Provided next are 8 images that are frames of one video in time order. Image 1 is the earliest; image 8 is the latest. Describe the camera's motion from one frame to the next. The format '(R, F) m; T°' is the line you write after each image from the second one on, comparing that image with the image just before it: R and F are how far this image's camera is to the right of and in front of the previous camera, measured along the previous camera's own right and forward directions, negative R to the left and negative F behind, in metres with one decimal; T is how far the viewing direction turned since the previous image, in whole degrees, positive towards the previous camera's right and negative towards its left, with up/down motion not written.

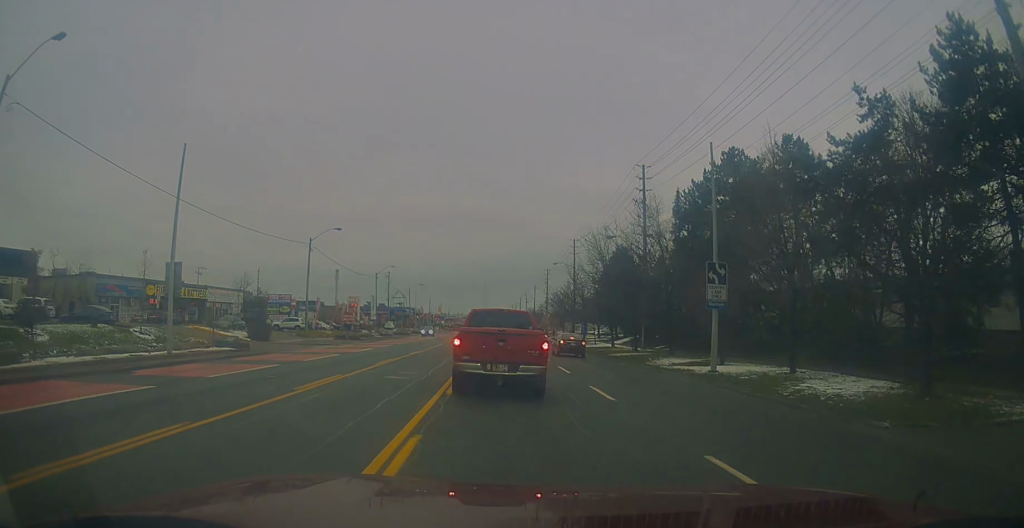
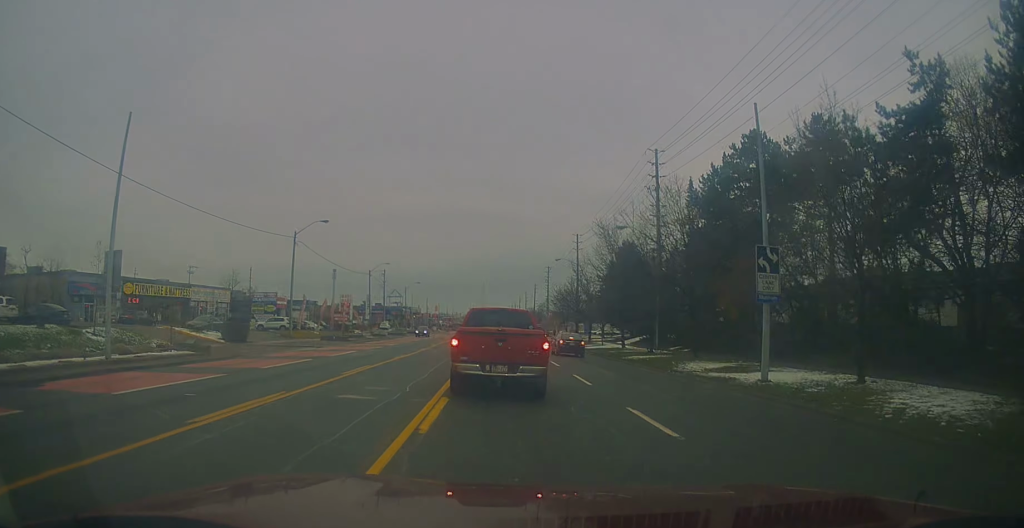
(+0.1, +4.9) m; -2°
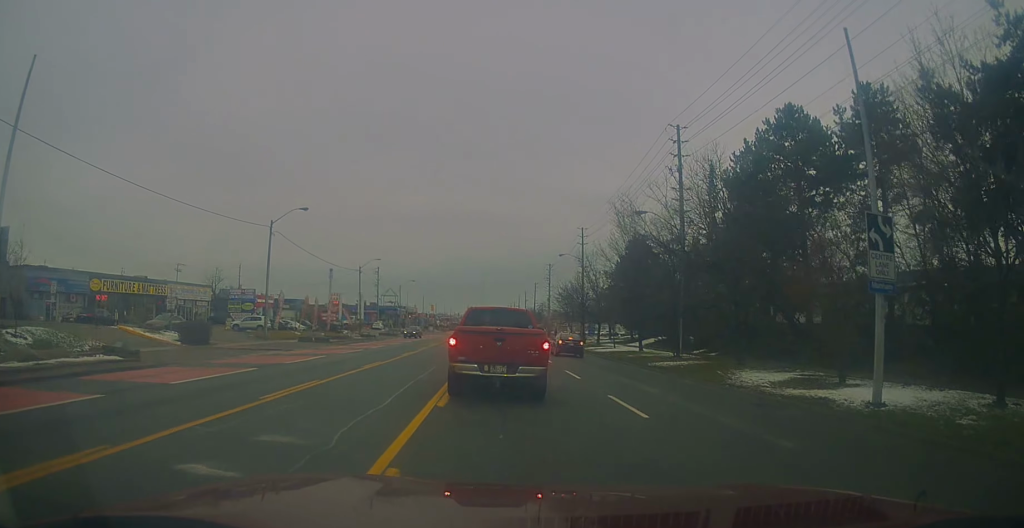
(-0.2, +6.5) m; -2°
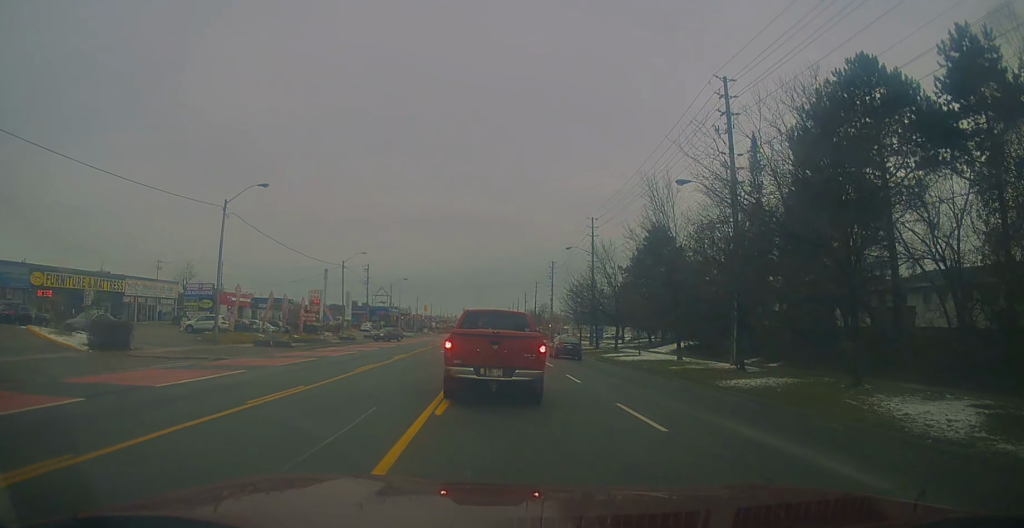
(-0.3, +9.7) m; +1°
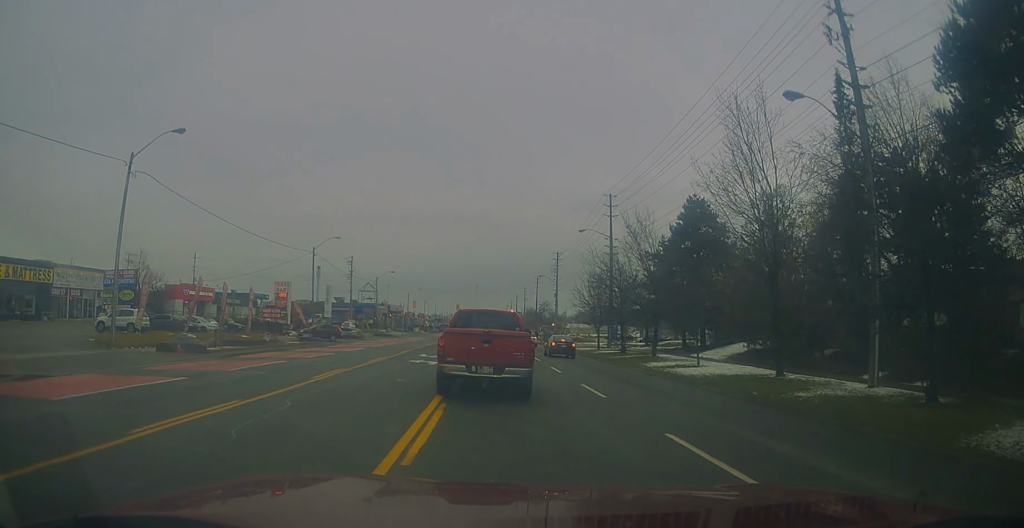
(+0.7, +12.9) m; +4°
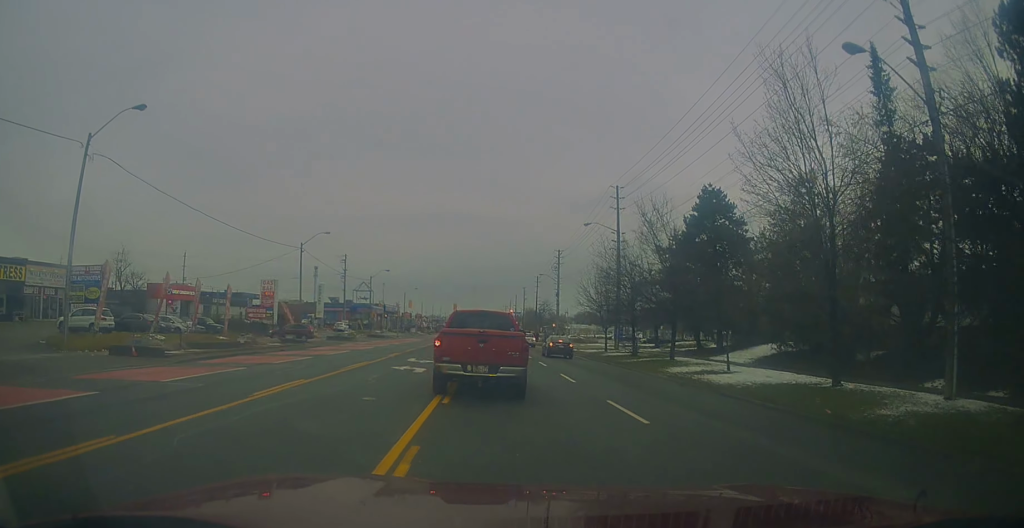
(-0.1, +4.0) m; 0°
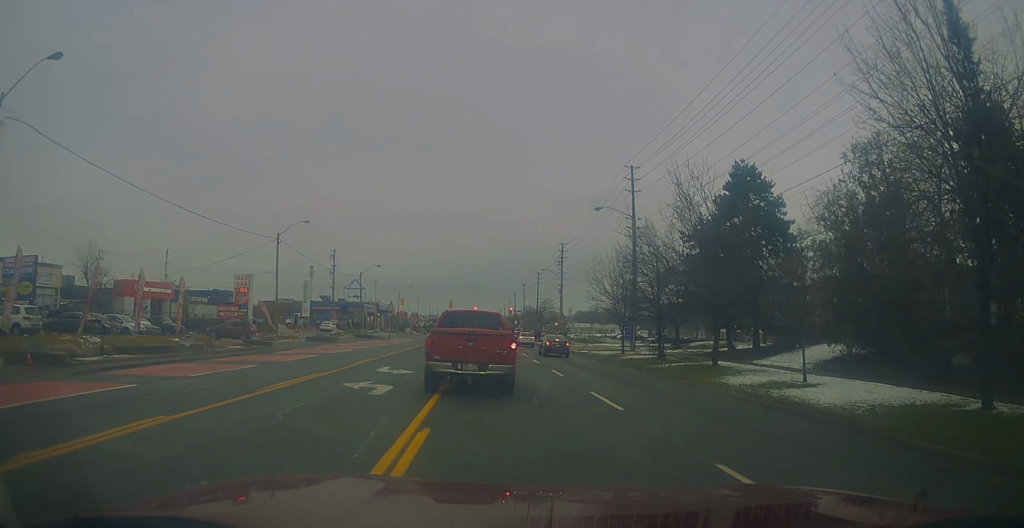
(0.0, +6.8) m; -2°
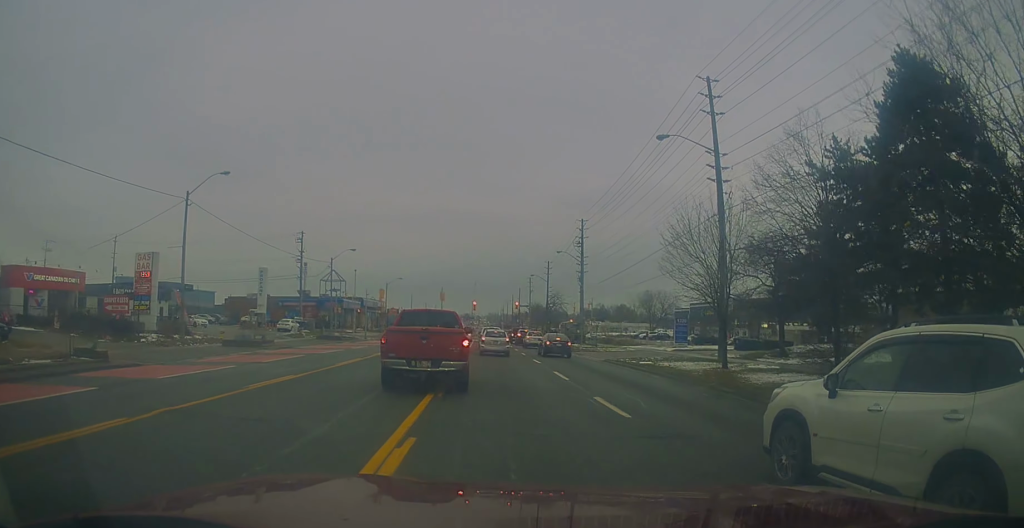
(-0.2, +19.0) m; +1°
